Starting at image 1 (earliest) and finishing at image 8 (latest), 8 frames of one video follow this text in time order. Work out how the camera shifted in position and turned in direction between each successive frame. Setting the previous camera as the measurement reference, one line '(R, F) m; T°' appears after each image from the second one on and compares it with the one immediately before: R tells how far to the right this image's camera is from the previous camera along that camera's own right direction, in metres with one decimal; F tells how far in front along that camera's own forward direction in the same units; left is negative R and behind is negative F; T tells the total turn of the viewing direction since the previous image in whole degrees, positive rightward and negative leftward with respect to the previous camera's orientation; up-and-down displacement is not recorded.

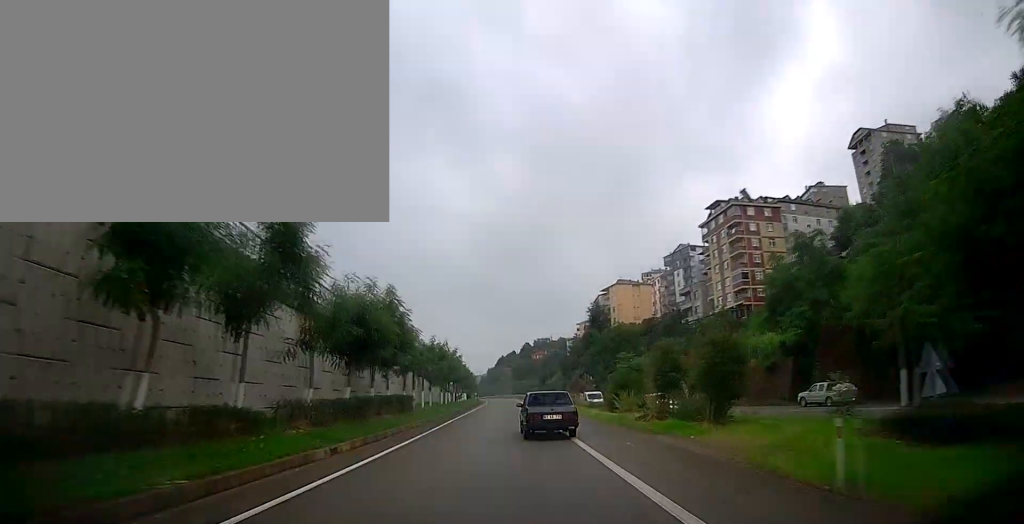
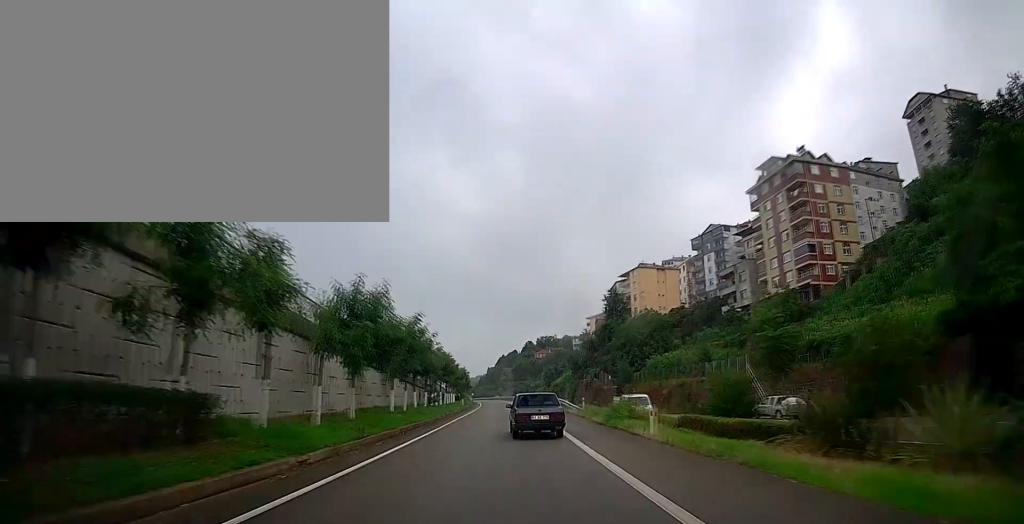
(0.0, +22.5) m; 0°
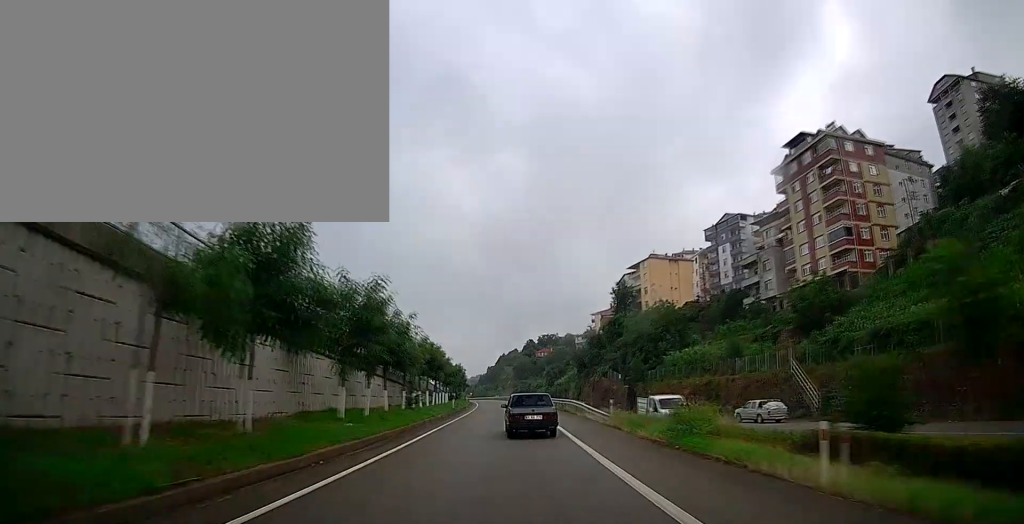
(0.0, +9.1) m; 0°
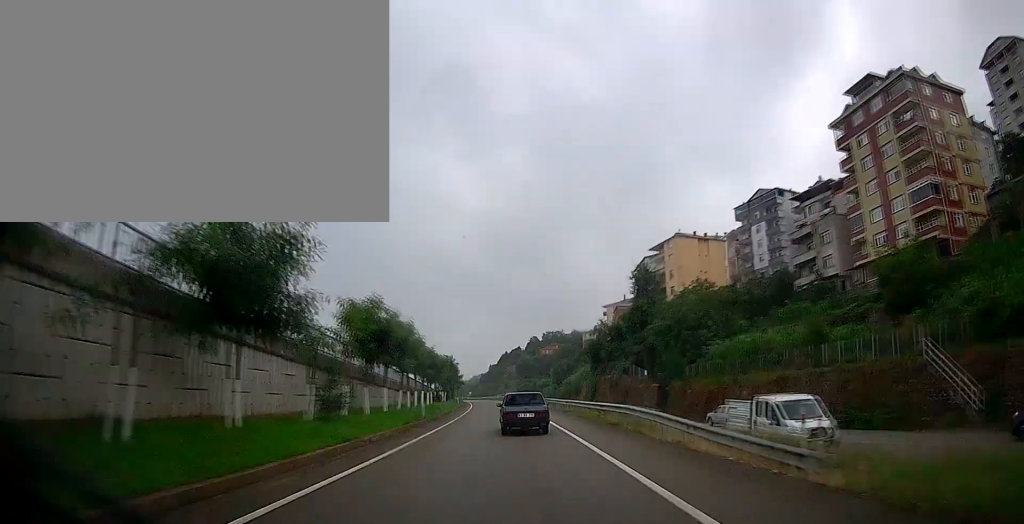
(0.0, +16.3) m; 0°
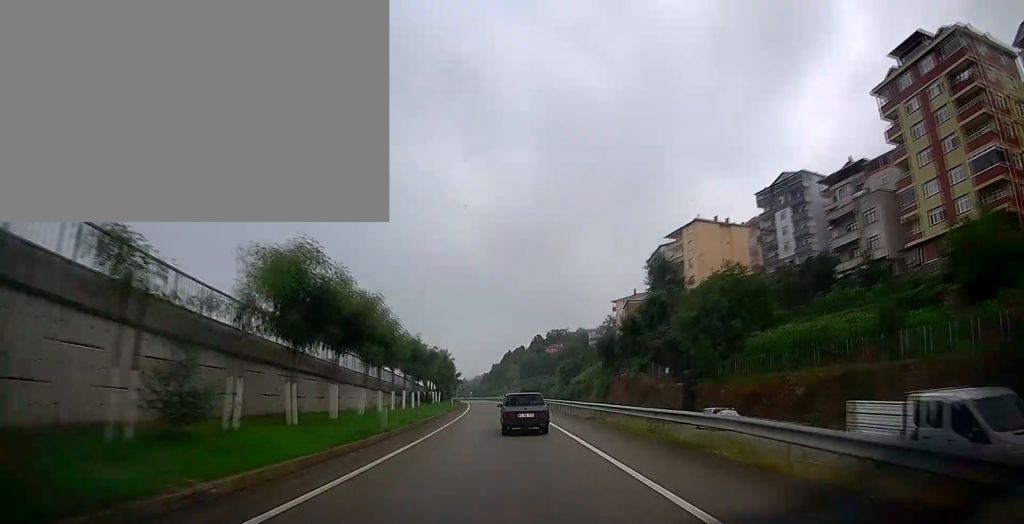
(0.0, +9.1) m; 0°
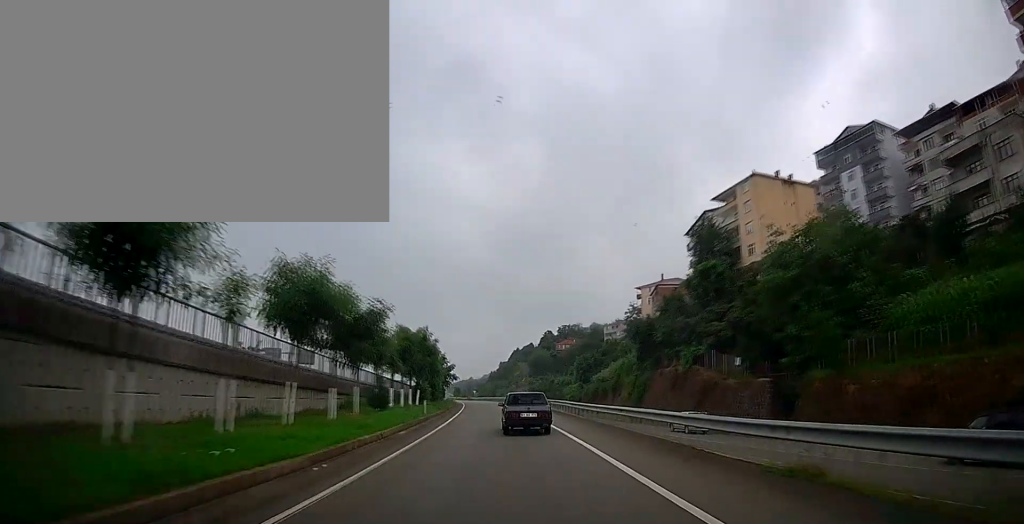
(-0.2, +20.0) m; -2°
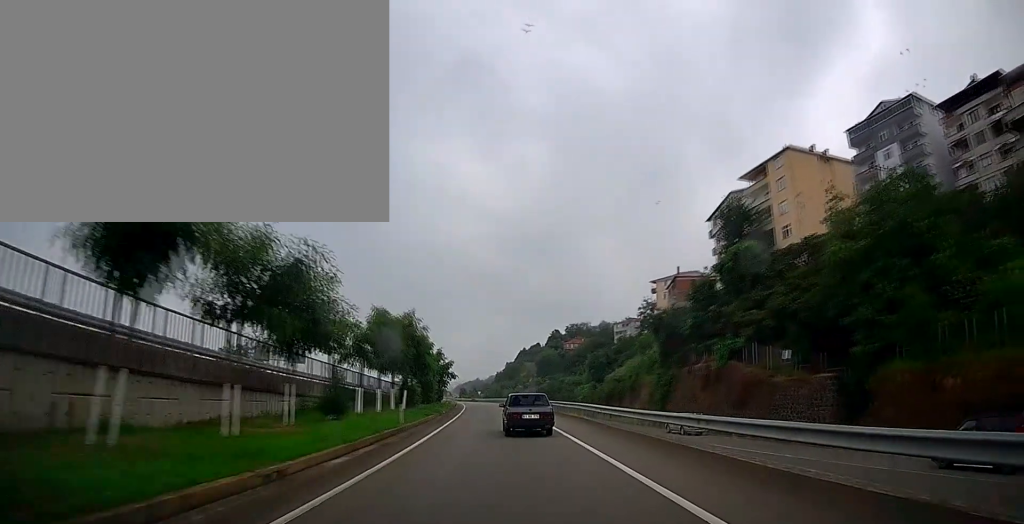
(-0.2, +8.1) m; -1°
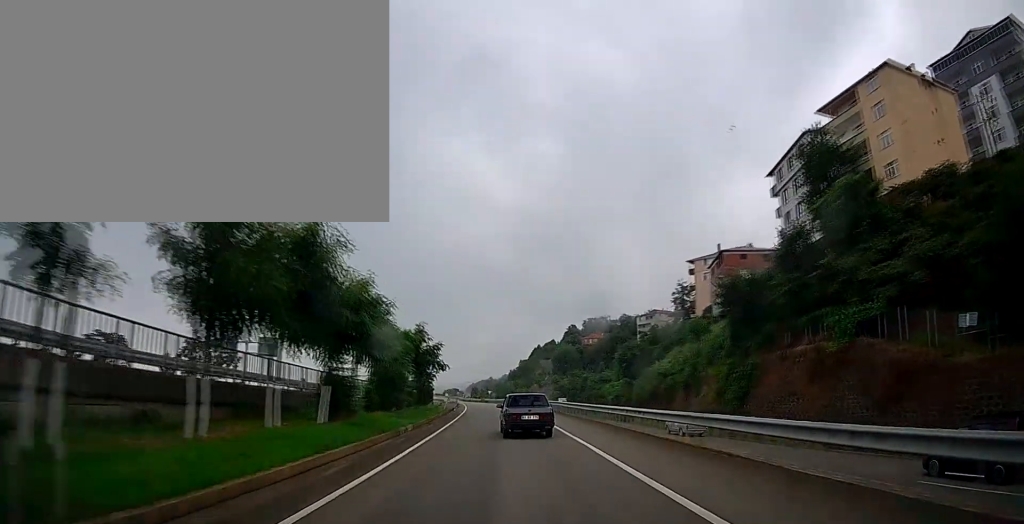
(-0.1, +17.8) m; -2°
